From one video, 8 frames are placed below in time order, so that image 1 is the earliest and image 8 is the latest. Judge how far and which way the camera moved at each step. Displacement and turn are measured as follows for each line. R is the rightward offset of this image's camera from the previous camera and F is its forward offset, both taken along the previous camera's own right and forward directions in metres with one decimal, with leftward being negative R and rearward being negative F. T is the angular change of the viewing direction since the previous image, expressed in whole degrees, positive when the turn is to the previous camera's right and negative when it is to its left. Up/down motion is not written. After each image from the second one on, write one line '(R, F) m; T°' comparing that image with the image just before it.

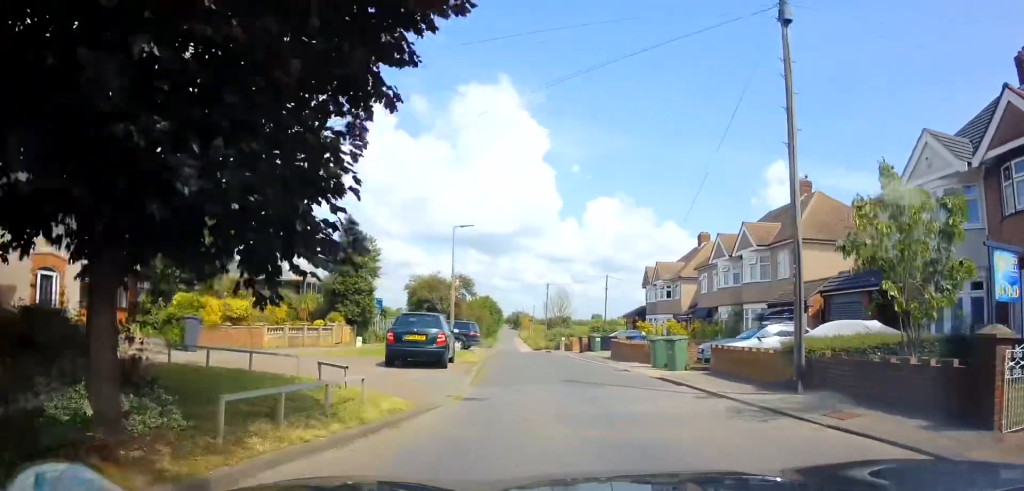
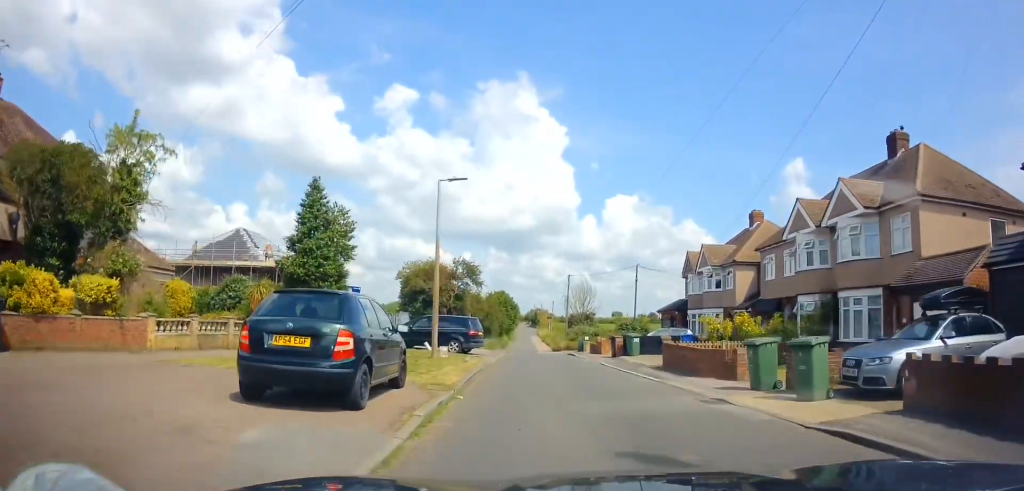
(-0.2, +8.2) m; -2°
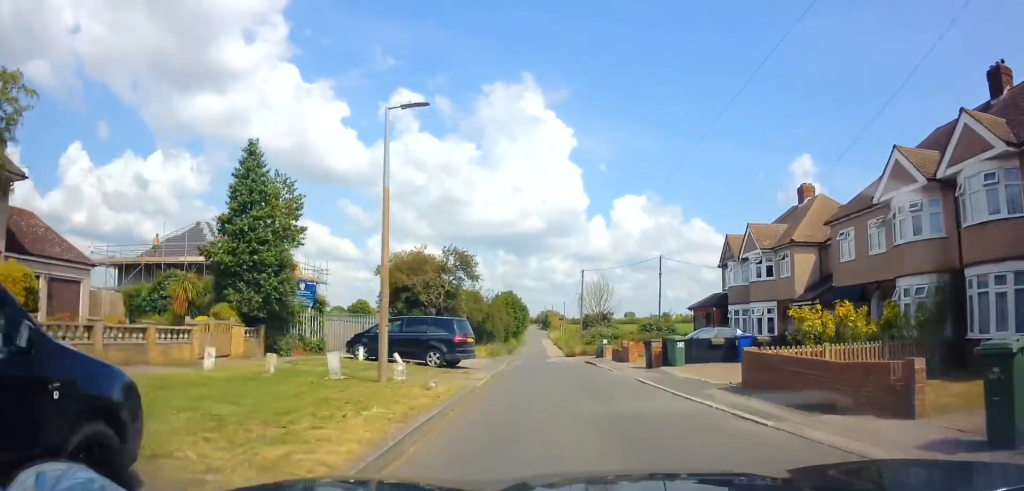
(0.0, +7.1) m; -1°
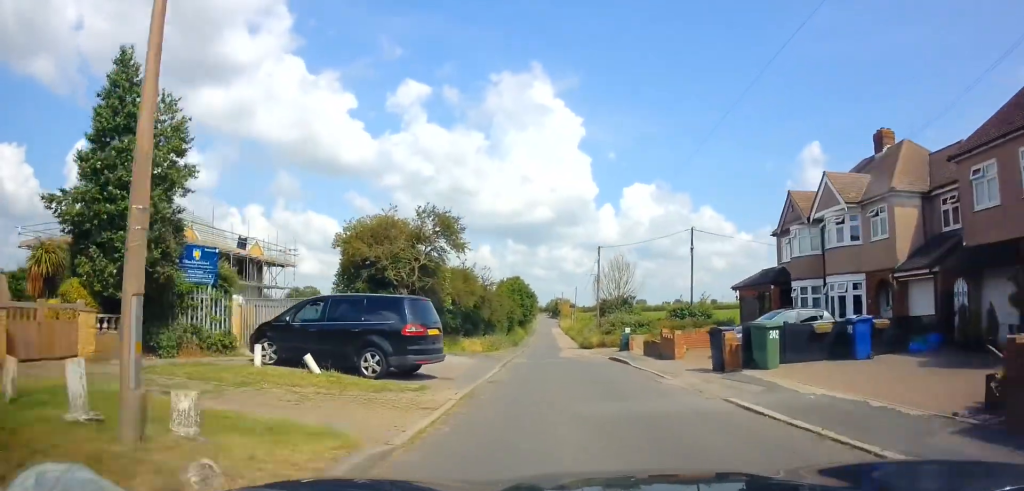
(-0.2, +7.9) m; -1°
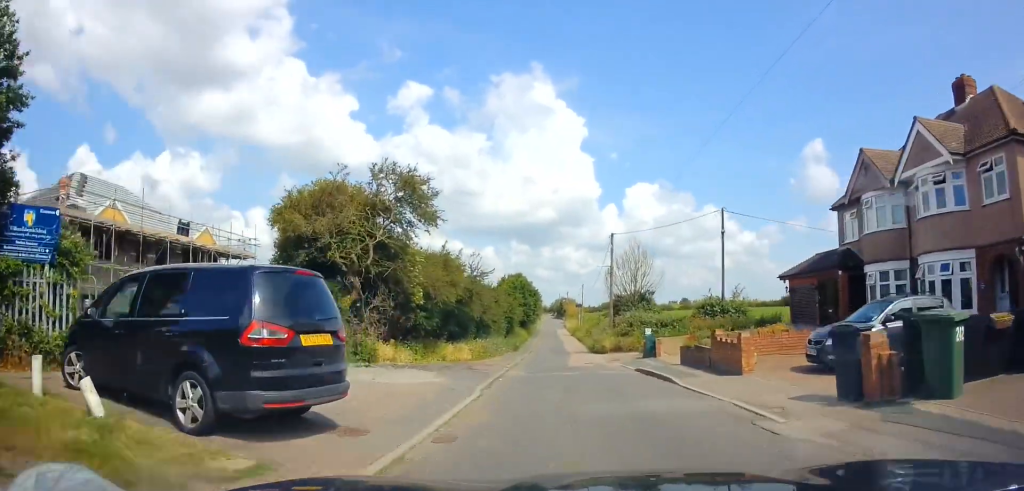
(0.0, +6.4) m; 0°
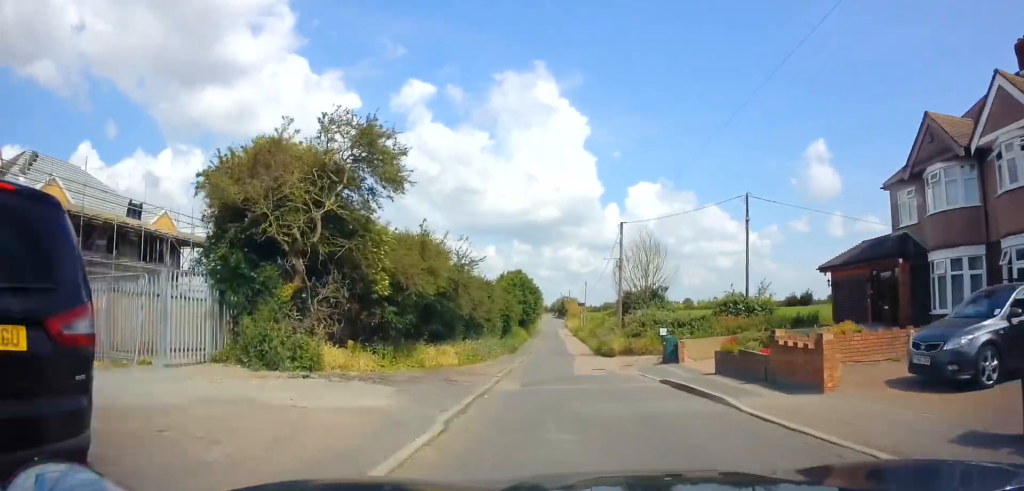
(0.0, +4.0) m; 0°
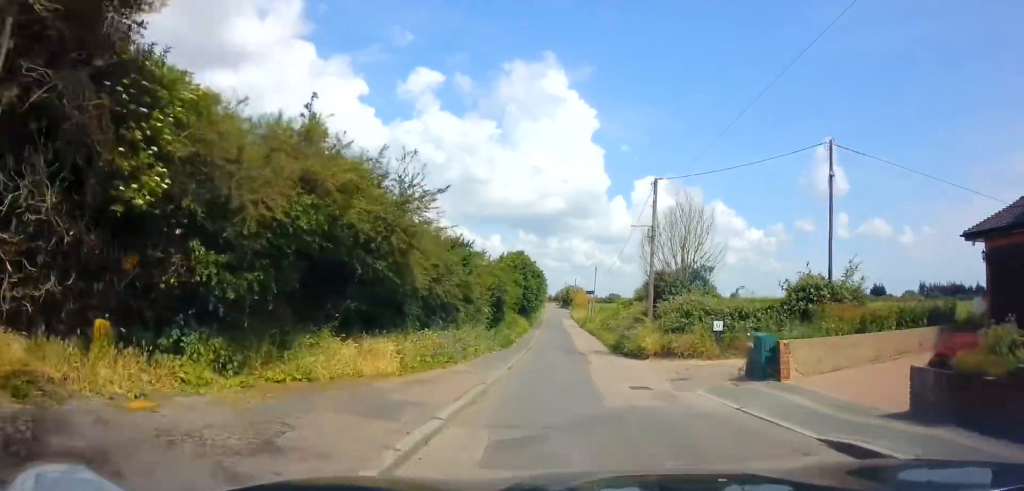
(0.0, +9.1) m; 0°
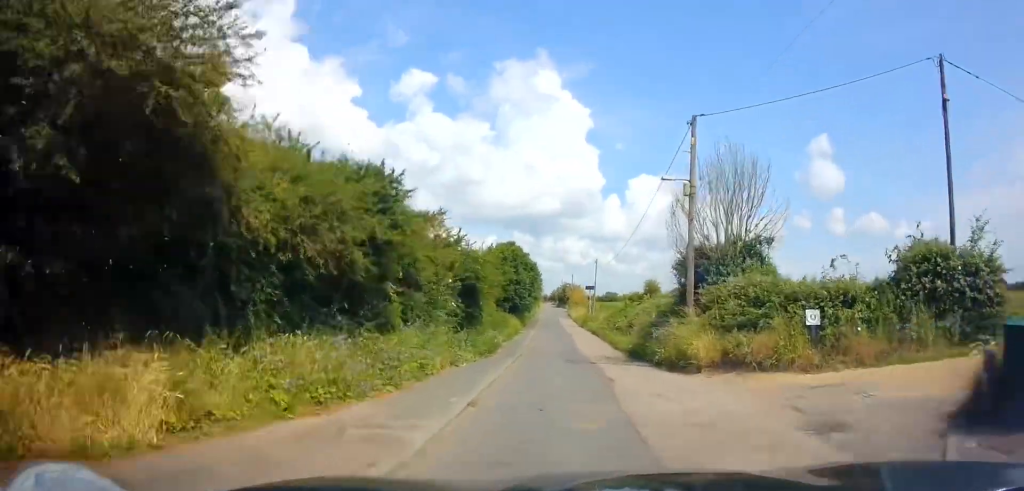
(0.0, +7.3) m; +1°
